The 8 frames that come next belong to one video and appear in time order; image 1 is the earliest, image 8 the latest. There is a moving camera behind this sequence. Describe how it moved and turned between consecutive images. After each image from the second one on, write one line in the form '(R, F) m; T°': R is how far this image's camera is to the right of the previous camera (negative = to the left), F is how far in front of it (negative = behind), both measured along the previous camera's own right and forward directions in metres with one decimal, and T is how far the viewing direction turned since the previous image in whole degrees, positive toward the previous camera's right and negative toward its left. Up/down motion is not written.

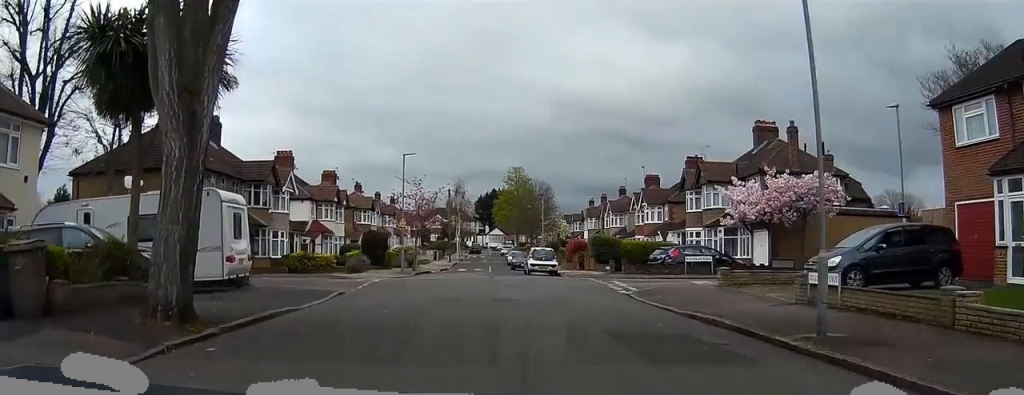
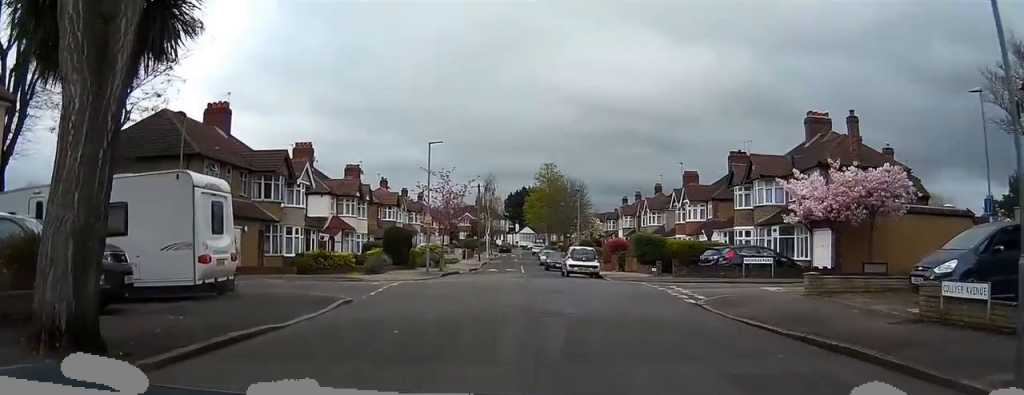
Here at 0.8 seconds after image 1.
(-0.1, +3.6) m; -2°
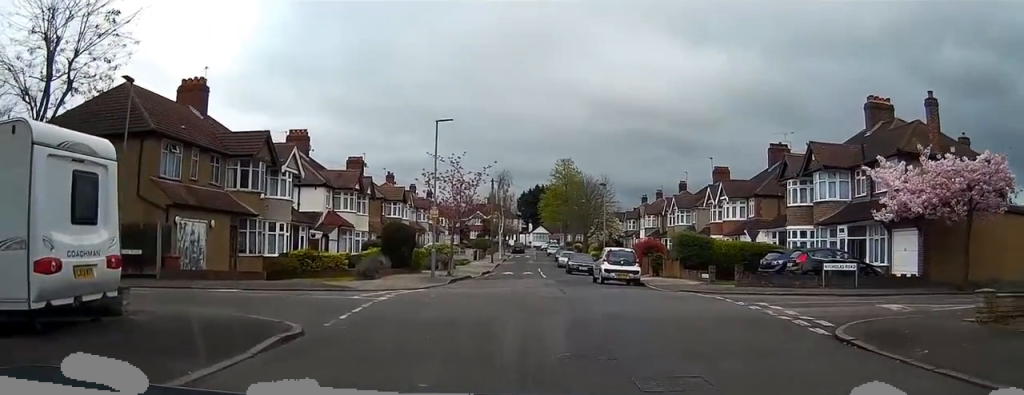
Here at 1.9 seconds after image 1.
(-0.1, +5.9) m; -3°
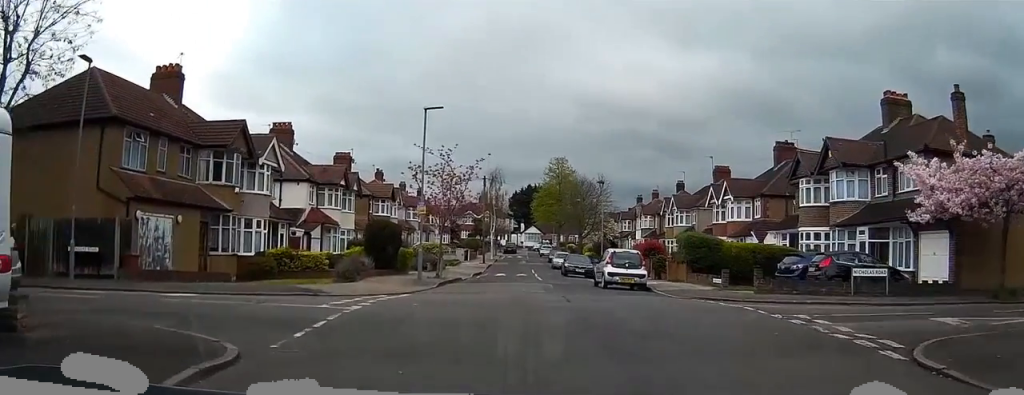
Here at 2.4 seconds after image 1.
(+0.1, +2.5) m; -2°
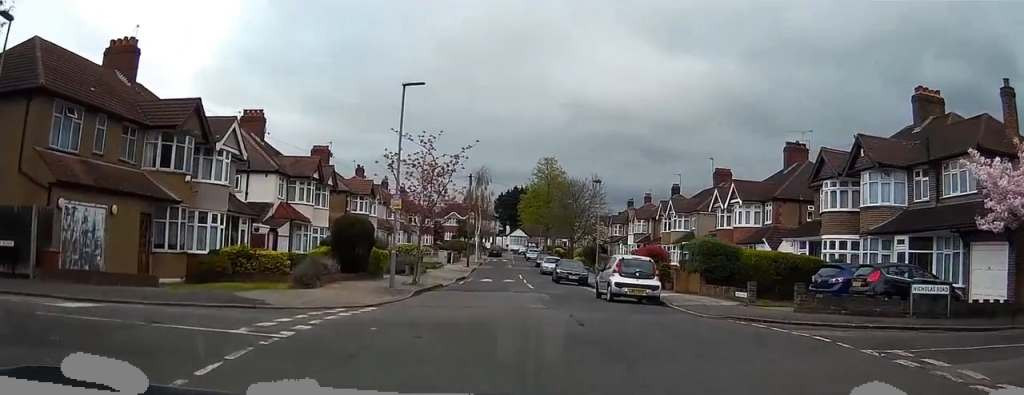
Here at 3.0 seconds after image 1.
(-0.2, +4.1) m; +1°
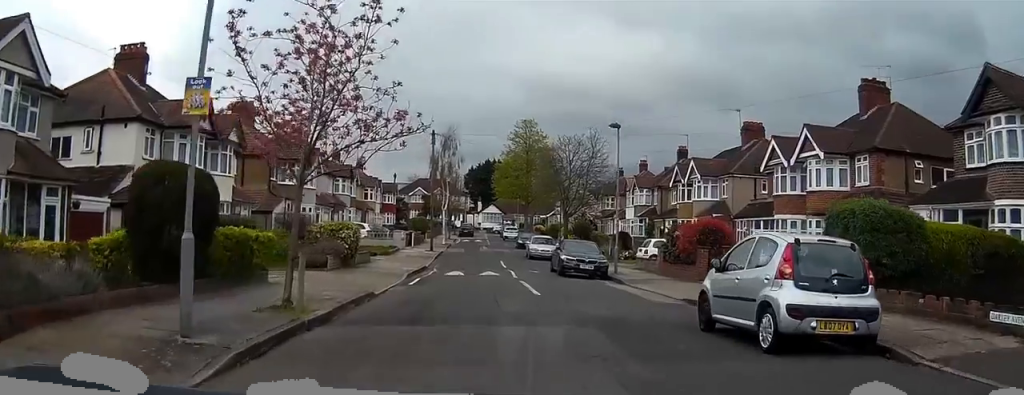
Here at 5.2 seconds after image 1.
(+1.1, +14.1) m; +7°
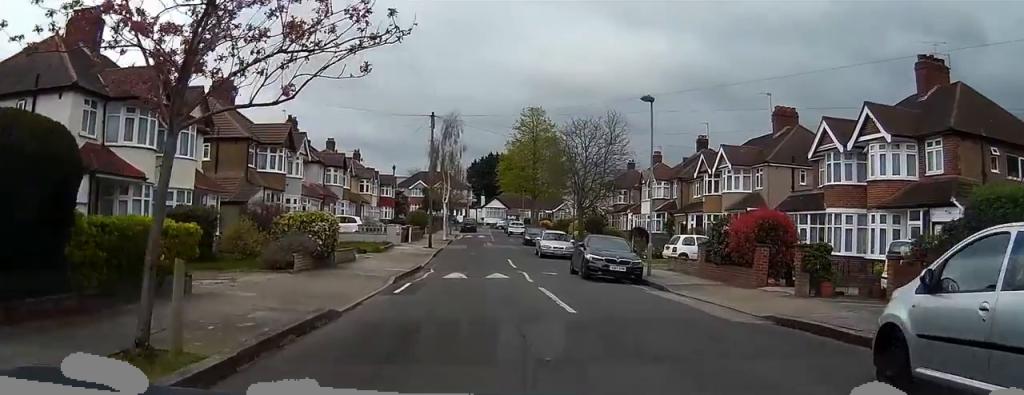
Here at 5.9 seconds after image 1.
(+0.1, +5.3) m; 0°
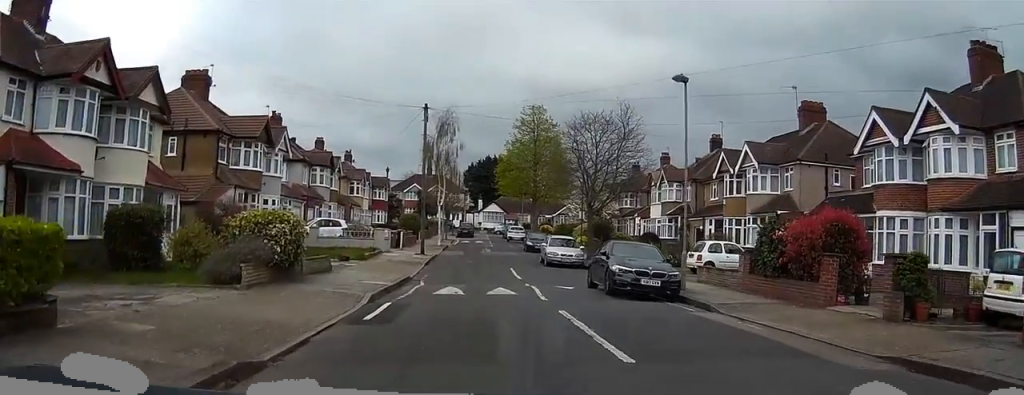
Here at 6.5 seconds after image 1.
(+0.1, +4.6) m; 0°
